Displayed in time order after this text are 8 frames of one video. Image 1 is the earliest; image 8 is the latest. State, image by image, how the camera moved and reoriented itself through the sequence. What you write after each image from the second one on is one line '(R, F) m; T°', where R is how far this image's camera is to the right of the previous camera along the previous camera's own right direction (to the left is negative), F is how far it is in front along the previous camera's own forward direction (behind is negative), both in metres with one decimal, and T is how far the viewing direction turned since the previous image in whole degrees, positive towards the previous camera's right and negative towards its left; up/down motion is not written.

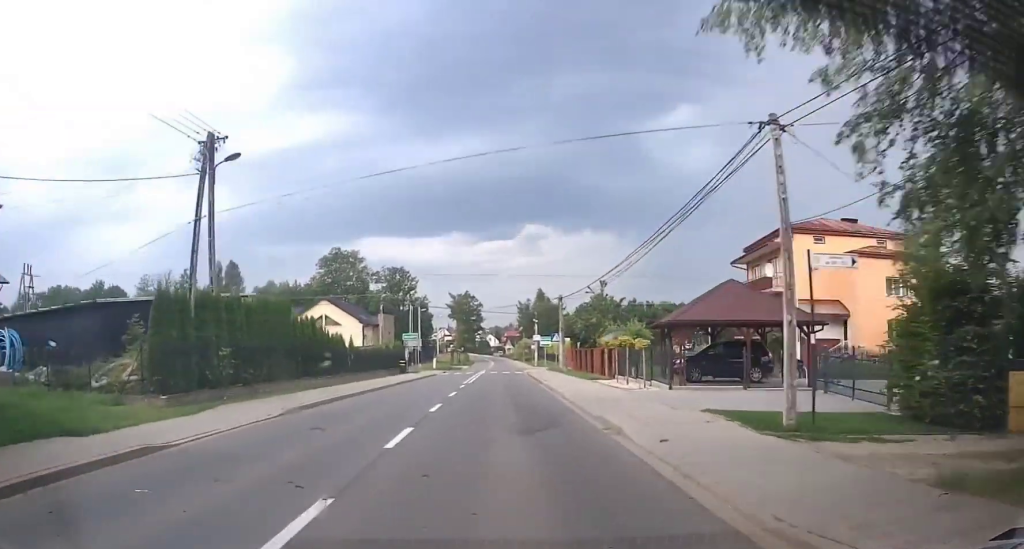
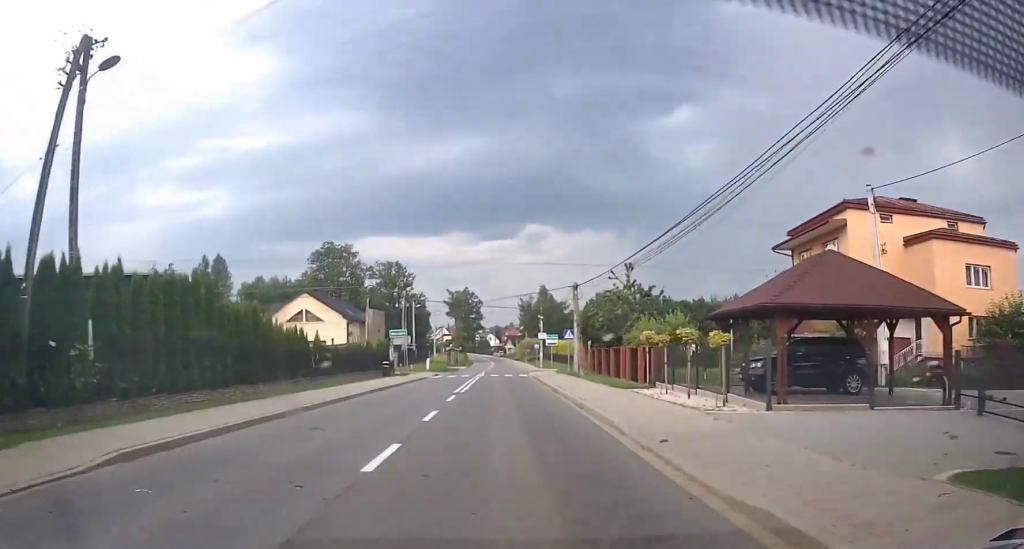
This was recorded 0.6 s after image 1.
(+0.1, +7.9) m; +1°
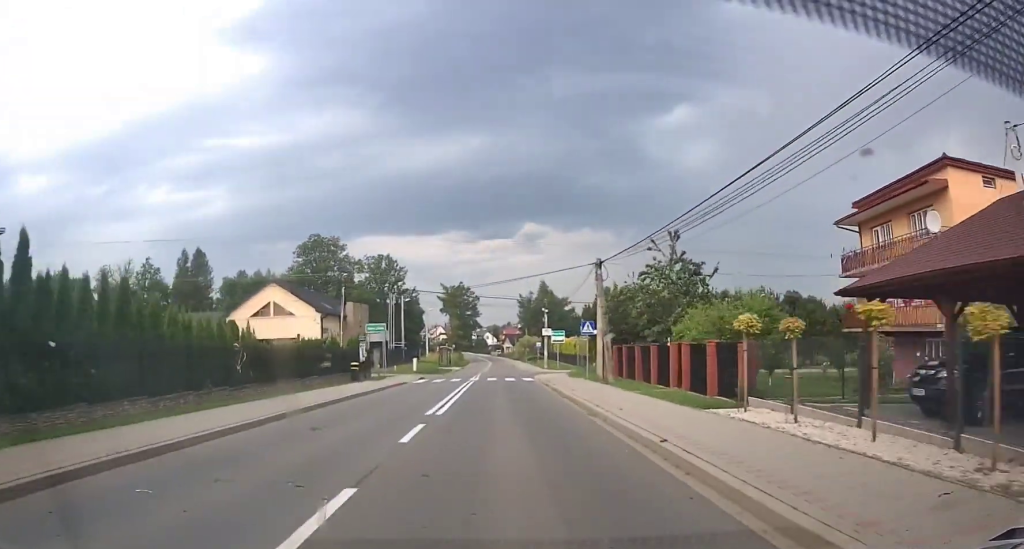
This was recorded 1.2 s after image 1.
(+0.1, +8.8) m; +1°
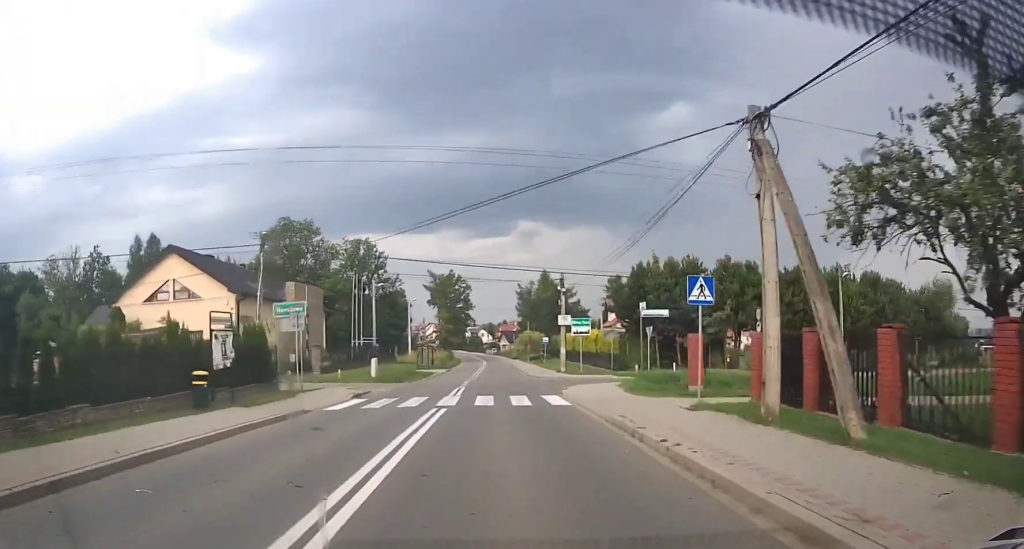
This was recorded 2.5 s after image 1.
(-0.2, +17.7) m; -1°
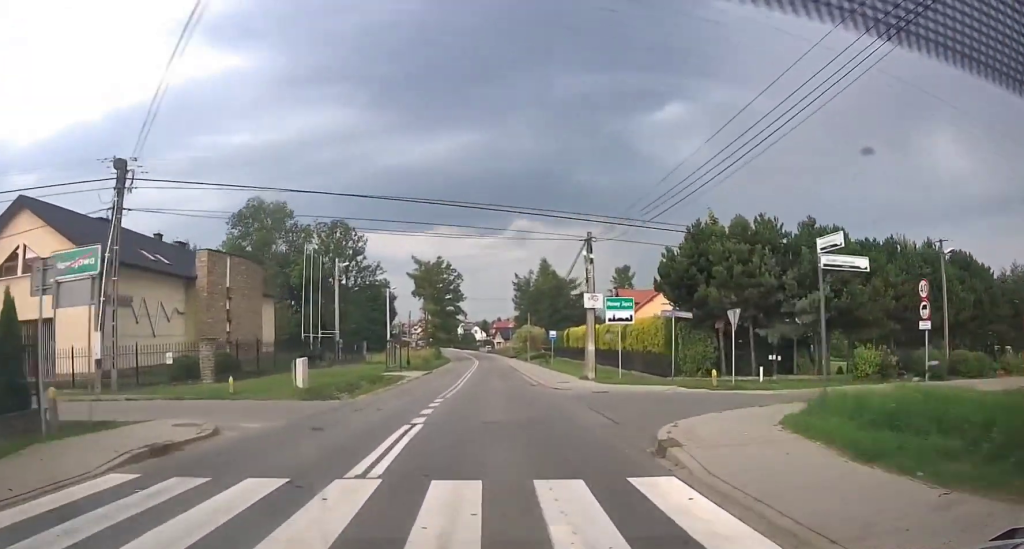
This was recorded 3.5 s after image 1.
(0.0, +14.1) m; 0°
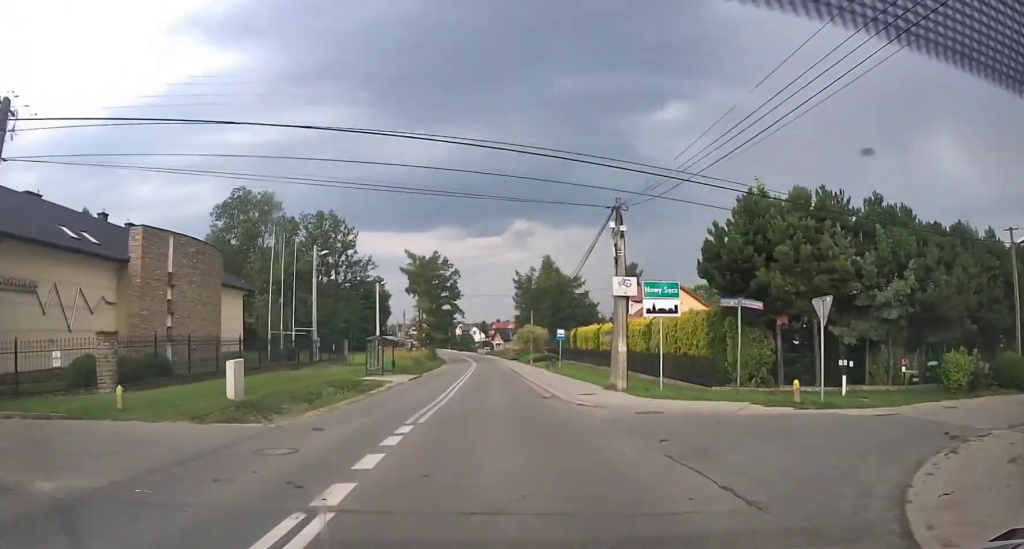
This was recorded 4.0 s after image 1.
(+0.1, +7.1) m; 0°
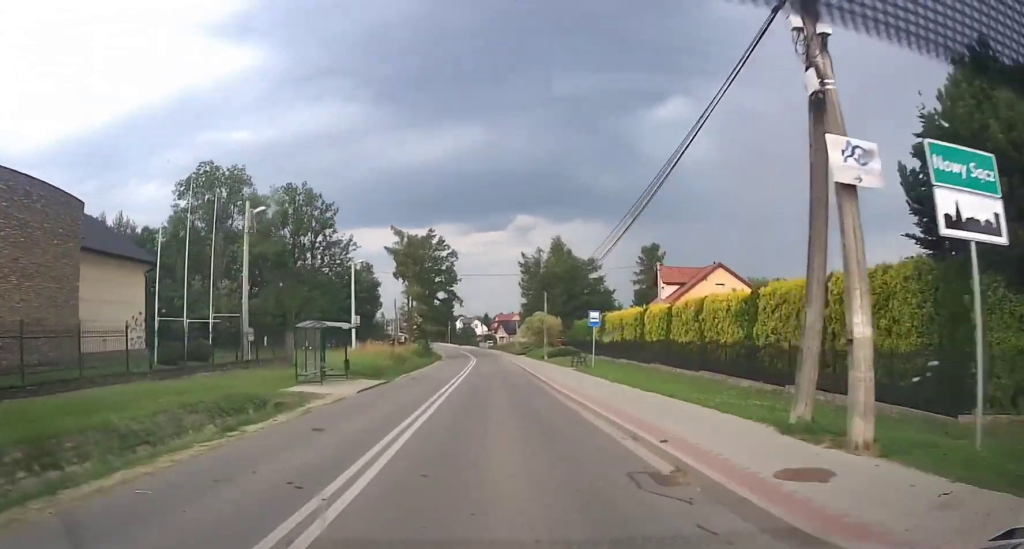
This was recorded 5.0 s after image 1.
(-0.1, +14.3) m; -1°
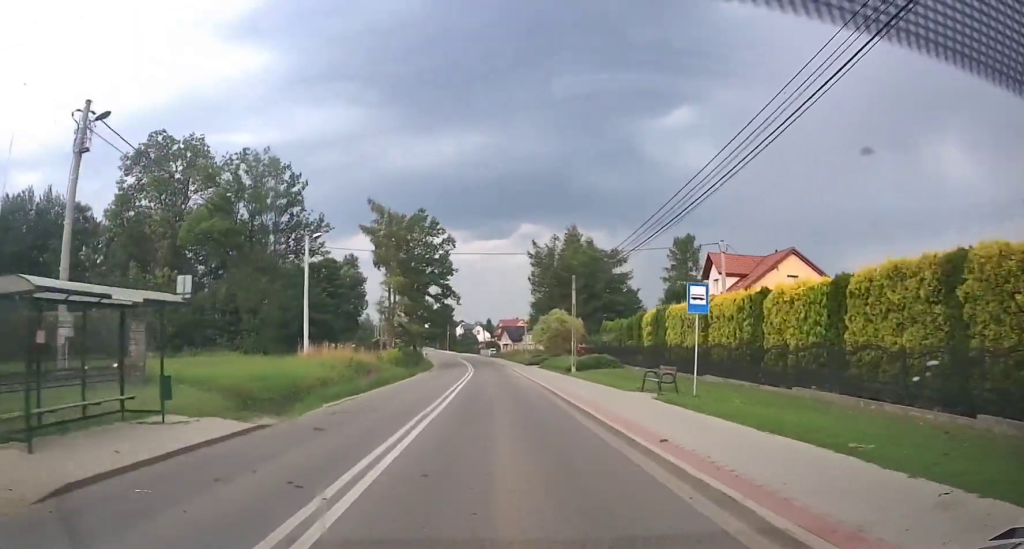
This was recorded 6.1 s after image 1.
(-0.3, +15.9) m; 0°
